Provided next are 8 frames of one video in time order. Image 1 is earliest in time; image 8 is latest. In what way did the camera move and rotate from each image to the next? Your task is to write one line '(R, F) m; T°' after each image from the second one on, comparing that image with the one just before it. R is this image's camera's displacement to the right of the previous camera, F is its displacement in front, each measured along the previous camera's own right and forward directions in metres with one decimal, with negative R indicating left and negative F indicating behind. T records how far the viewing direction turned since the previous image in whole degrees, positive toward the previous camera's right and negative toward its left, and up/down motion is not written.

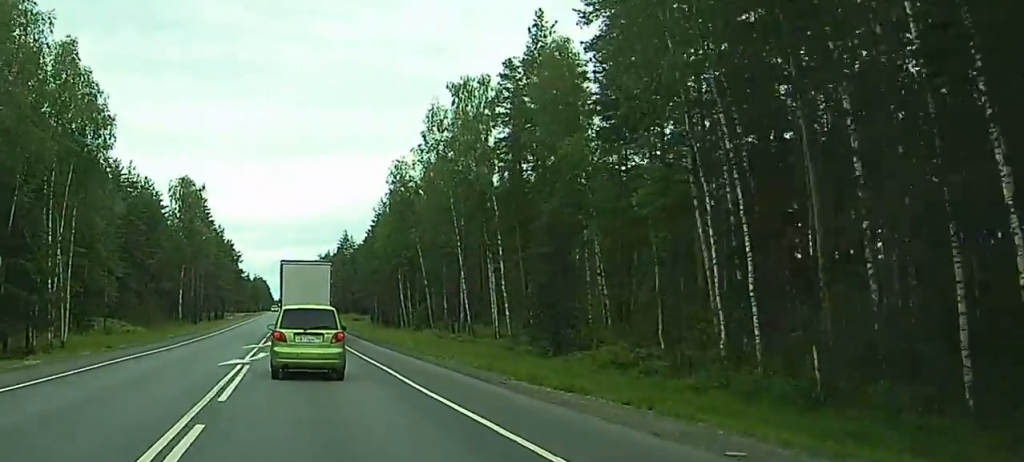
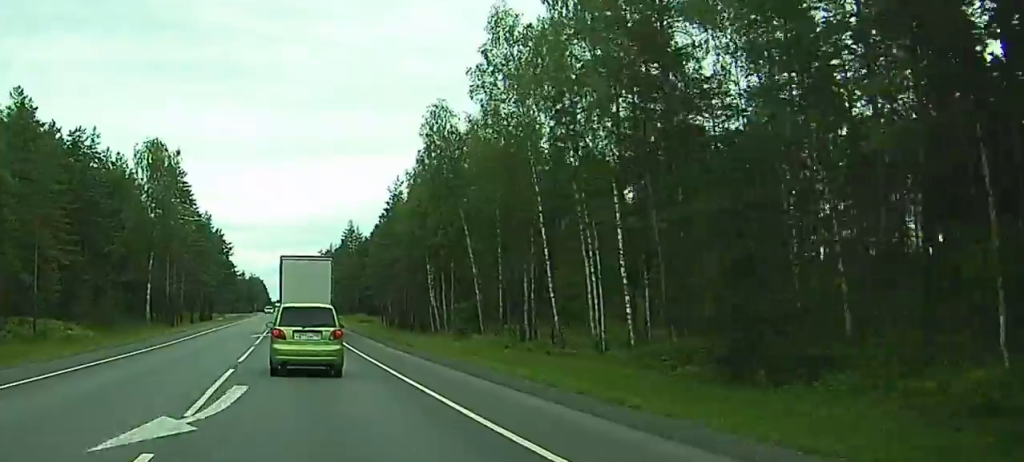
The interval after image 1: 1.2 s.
(+0.2, +26.8) m; 0°
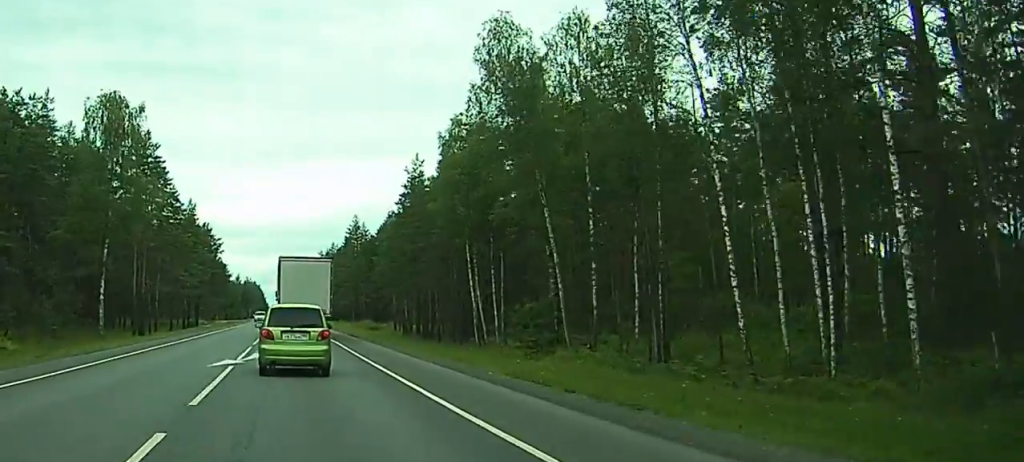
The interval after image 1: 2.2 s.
(-0.1, +23.0) m; 0°
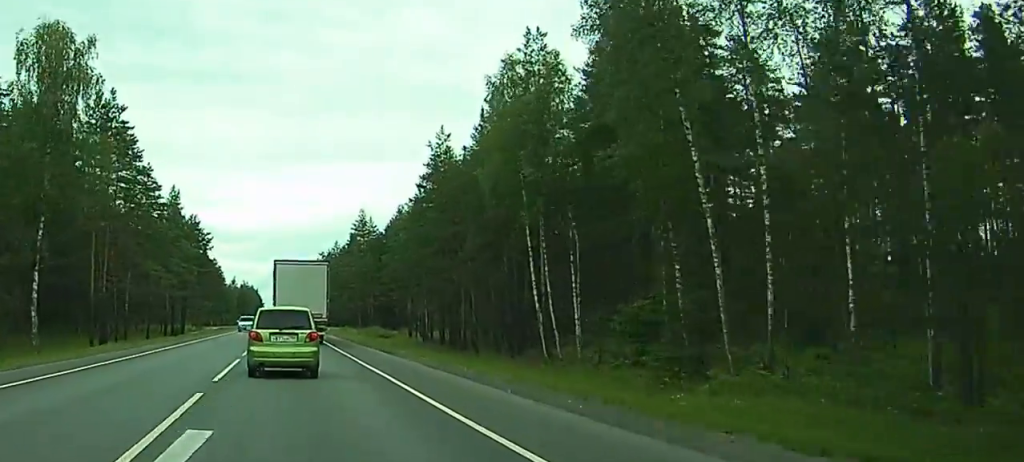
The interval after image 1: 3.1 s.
(0.0, +19.2) m; 0°
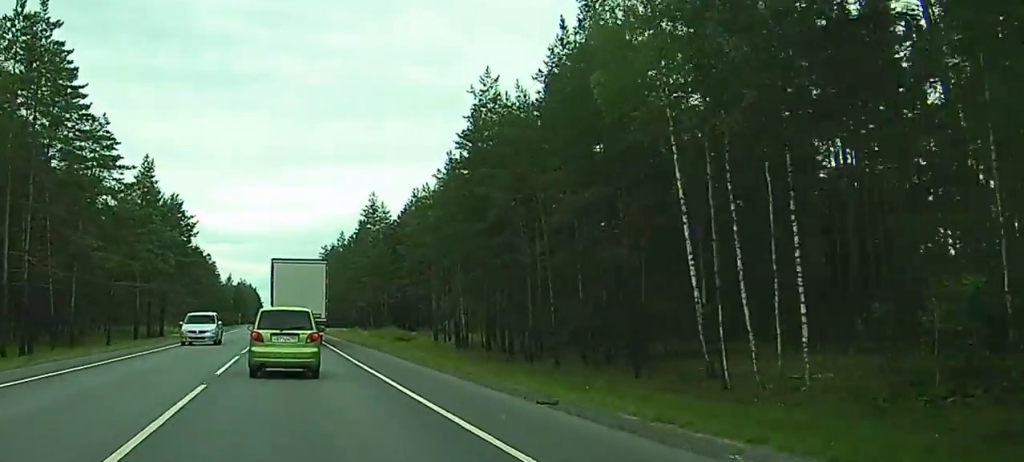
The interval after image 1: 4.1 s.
(0.0, +22.2) m; 0°
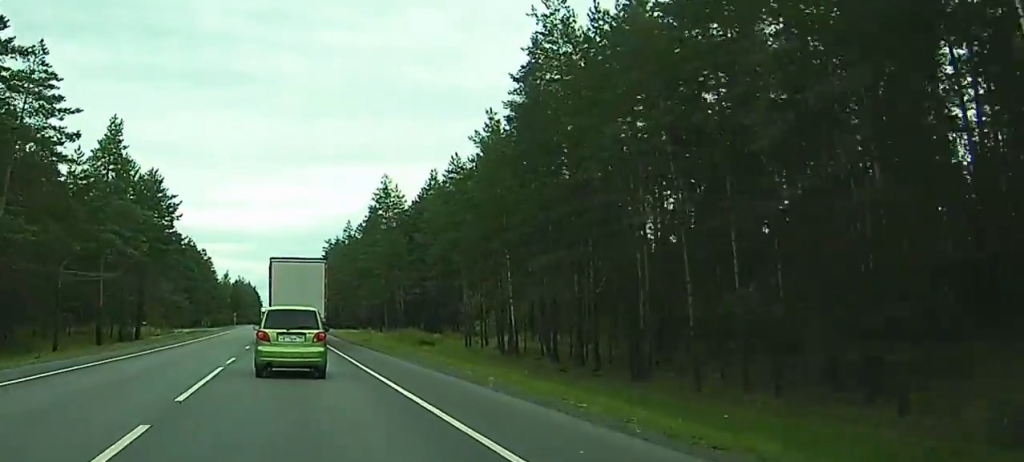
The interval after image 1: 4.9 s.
(0.0, +18.6) m; 0°
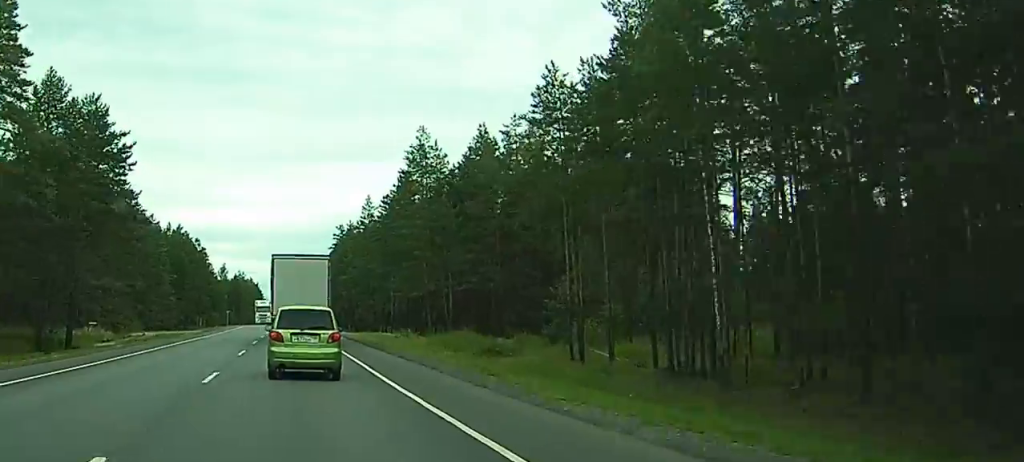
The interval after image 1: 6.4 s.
(0.0, +32.1) m; 0°
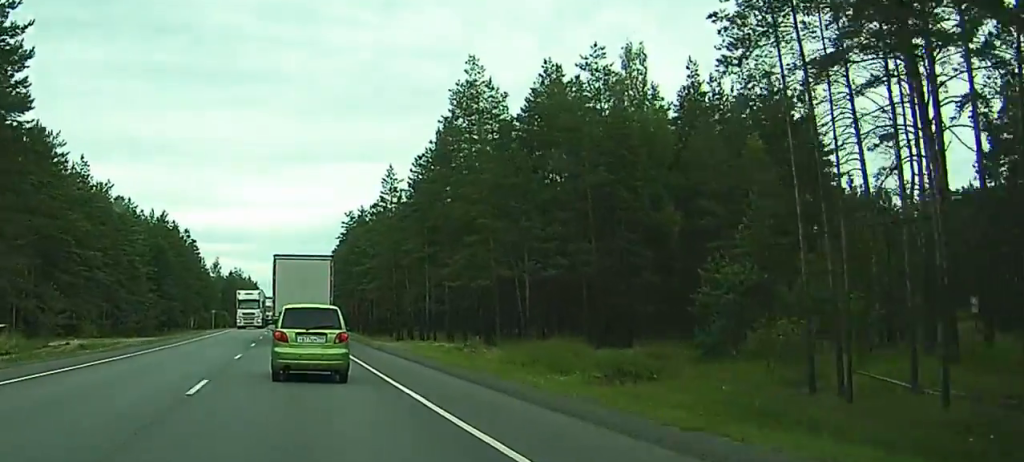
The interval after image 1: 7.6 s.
(+0.1, +27.7) m; +1°
